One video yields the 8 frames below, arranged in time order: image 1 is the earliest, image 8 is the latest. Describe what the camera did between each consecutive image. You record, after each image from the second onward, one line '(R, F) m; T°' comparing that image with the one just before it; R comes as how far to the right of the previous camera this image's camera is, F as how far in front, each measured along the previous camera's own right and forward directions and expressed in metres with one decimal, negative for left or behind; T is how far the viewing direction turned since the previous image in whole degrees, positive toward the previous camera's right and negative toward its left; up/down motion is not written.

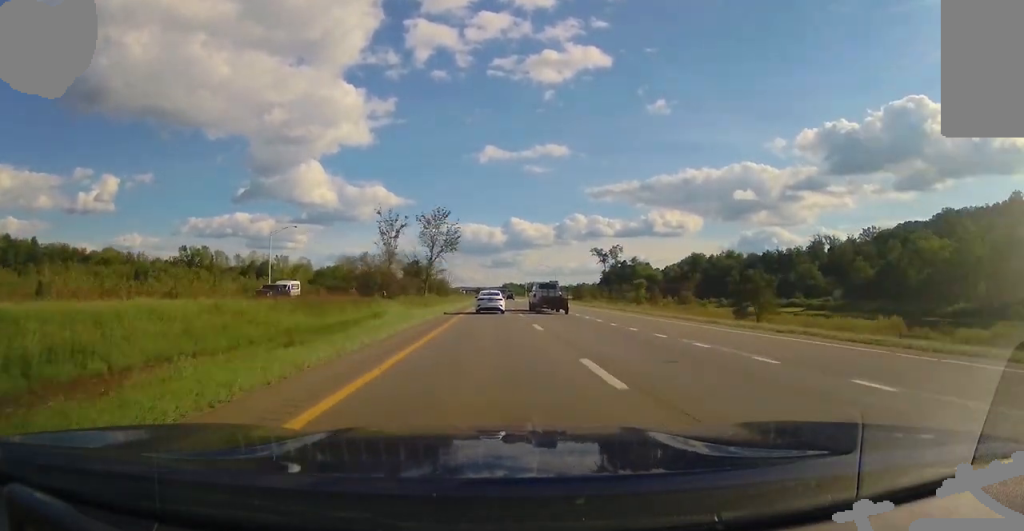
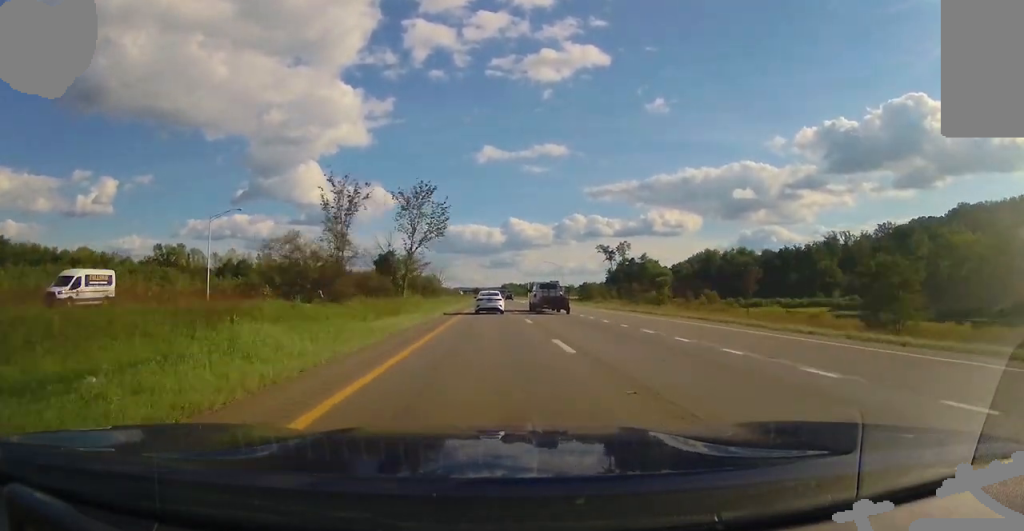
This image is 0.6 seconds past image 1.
(0.0, +20.1) m; 0°
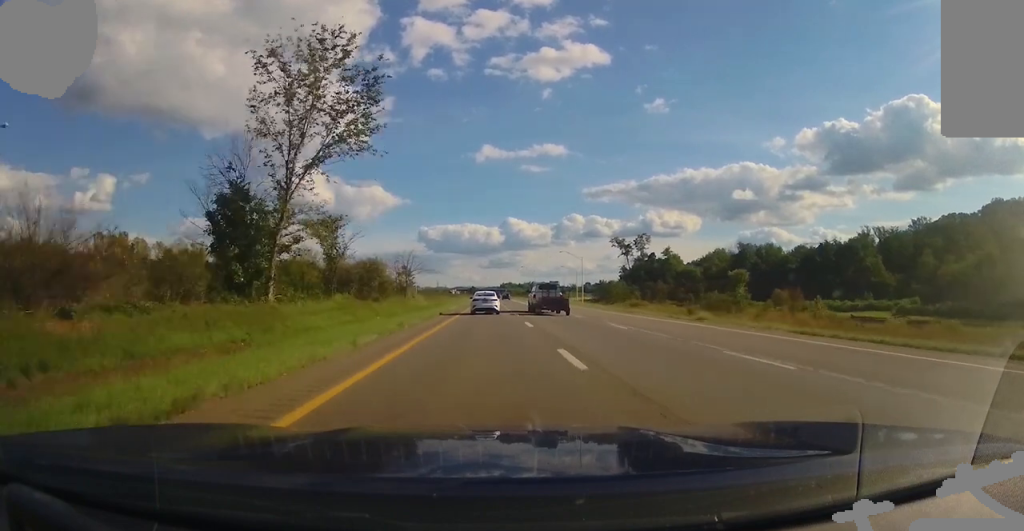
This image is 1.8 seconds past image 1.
(0.0, +39.3) m; 0°
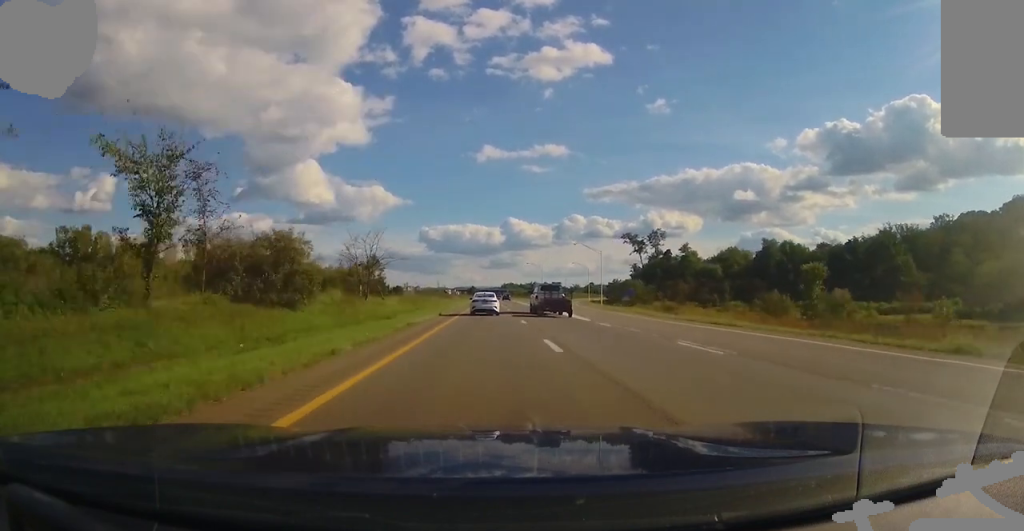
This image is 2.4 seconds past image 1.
(0.0, +21.5) m; 0°
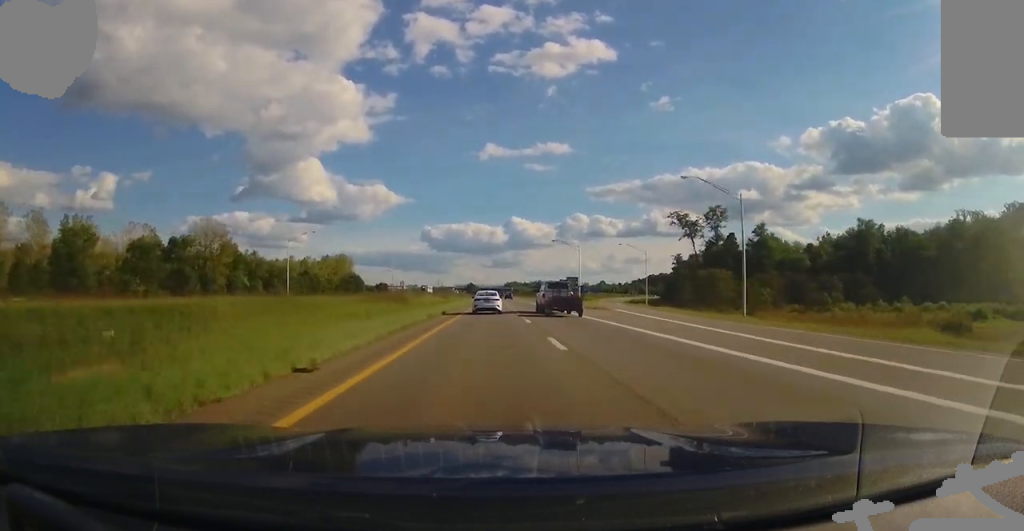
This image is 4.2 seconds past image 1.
(-0.3, +61.4) m; 0°
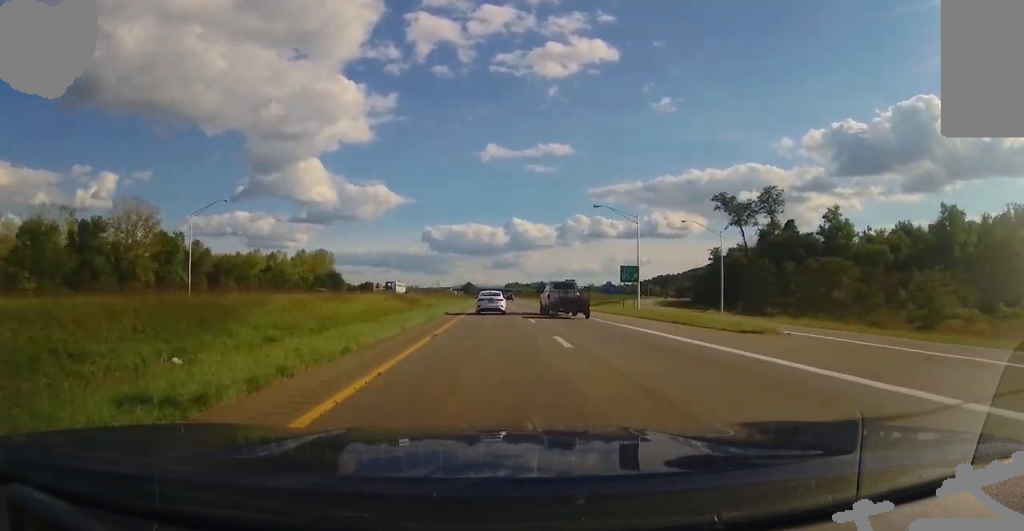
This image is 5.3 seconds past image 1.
(0.0, +36.4) m; 0°
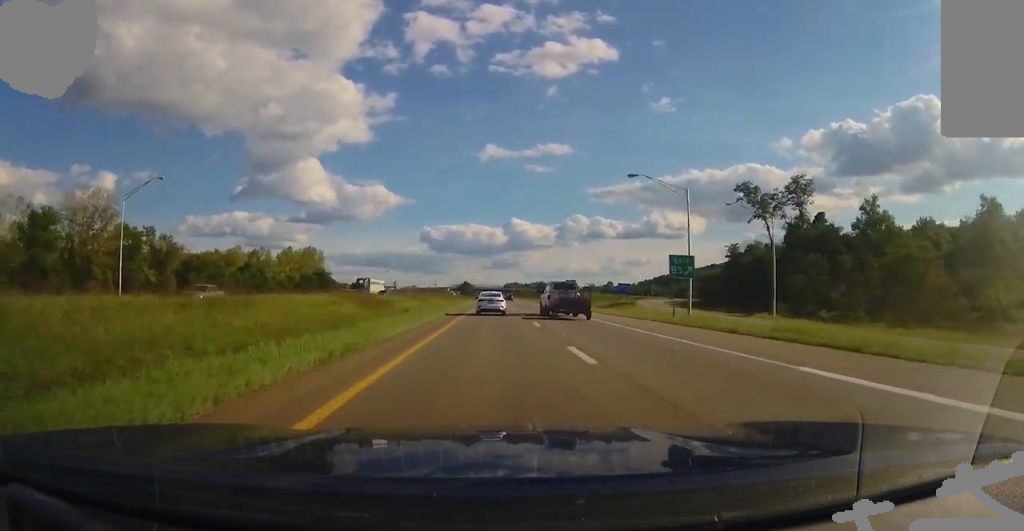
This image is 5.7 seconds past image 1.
(0.0, +14.9) m; 0°
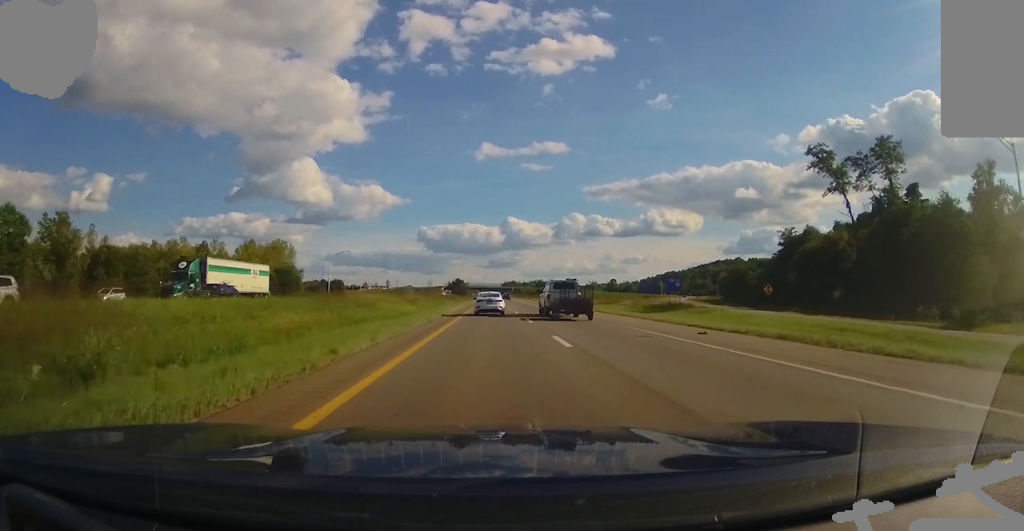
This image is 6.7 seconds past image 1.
(0.0, +34.2) m; 0°
